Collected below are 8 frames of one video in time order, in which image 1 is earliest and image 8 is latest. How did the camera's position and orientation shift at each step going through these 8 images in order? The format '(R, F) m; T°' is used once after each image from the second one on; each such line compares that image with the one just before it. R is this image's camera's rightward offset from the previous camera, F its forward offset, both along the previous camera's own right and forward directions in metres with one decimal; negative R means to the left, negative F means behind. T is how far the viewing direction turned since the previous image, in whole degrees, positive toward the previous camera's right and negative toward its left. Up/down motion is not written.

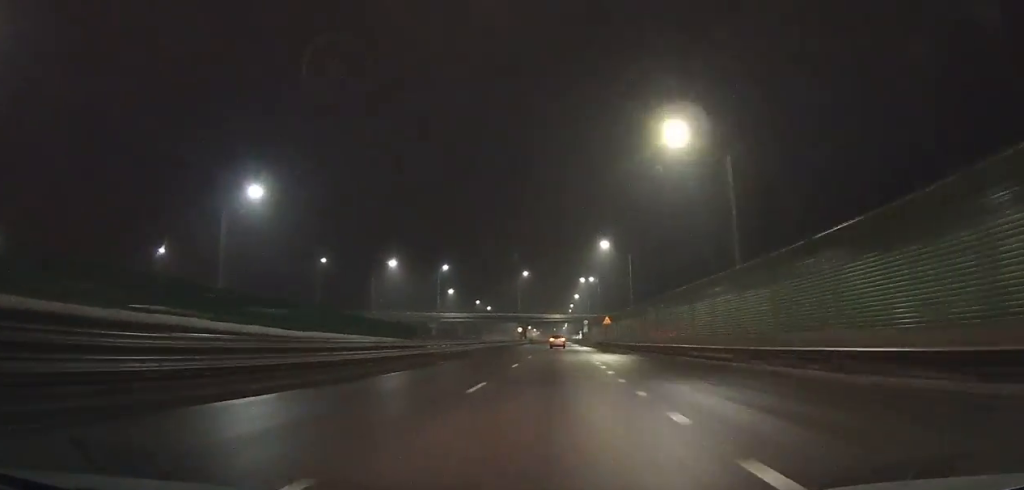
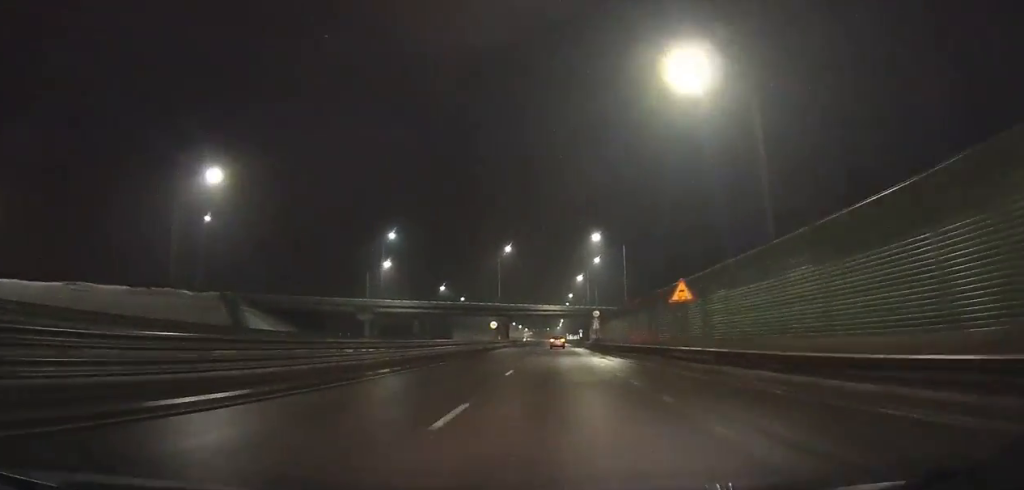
(+0.3, +42.6) m; +1°
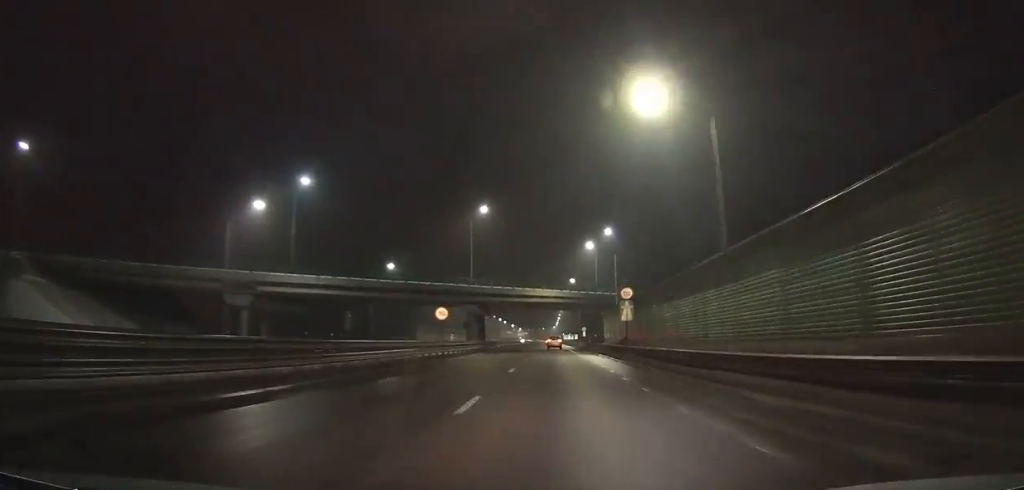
(+0.2, +33.7) m; 0°
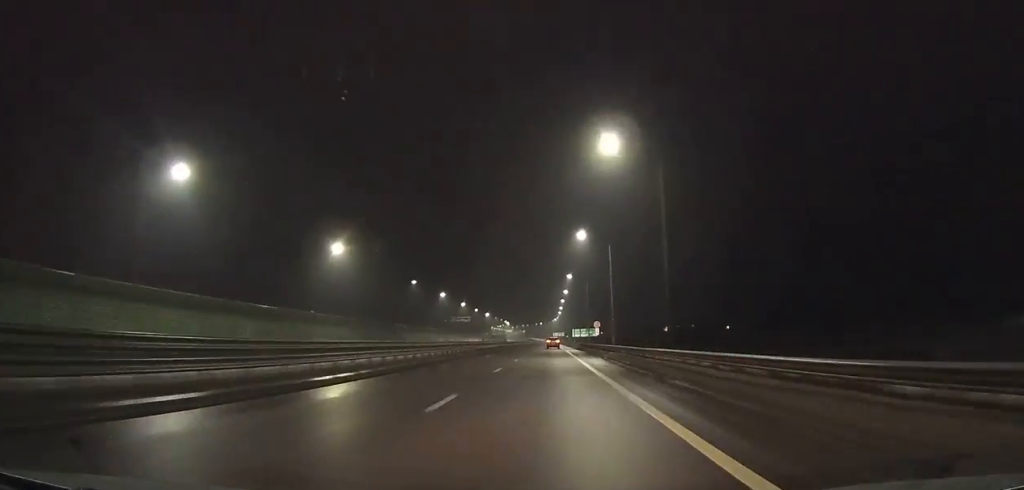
(-0.4, +133.4) m; 0°
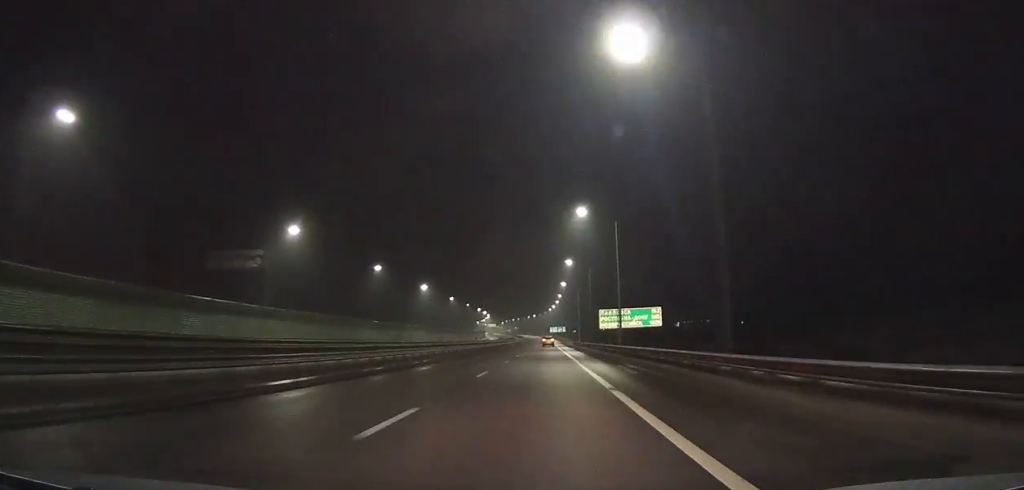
(-0.1, +98.7) m; 0°
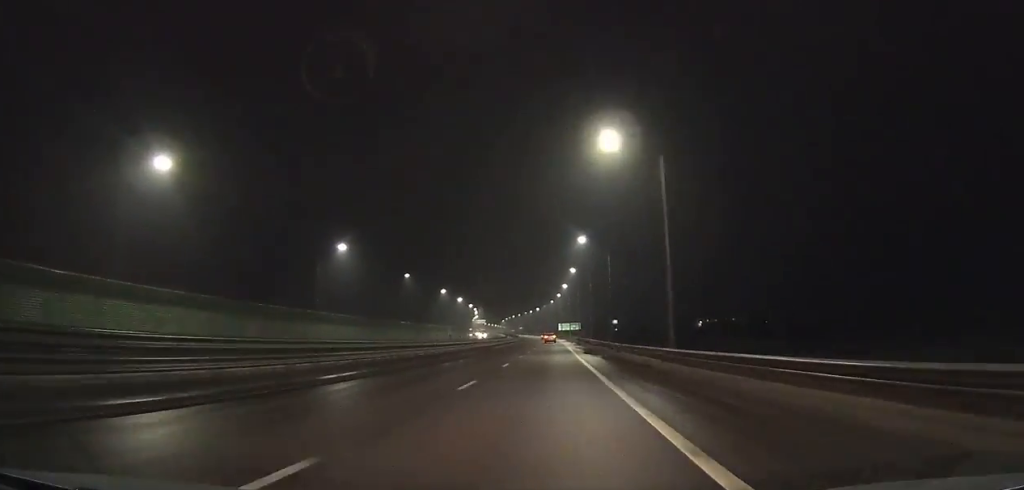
(-0.3, +76.8) m; -1°
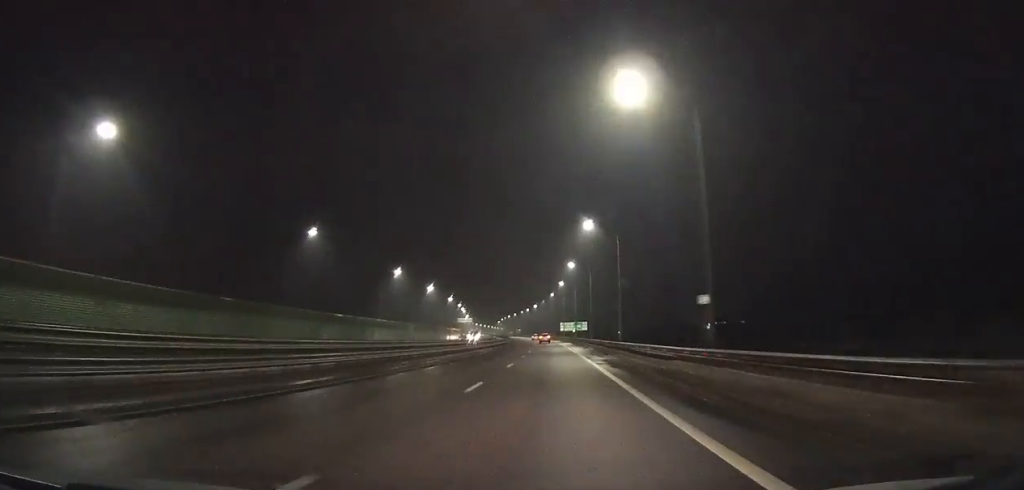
(-0.1, +37.5) m; 0°
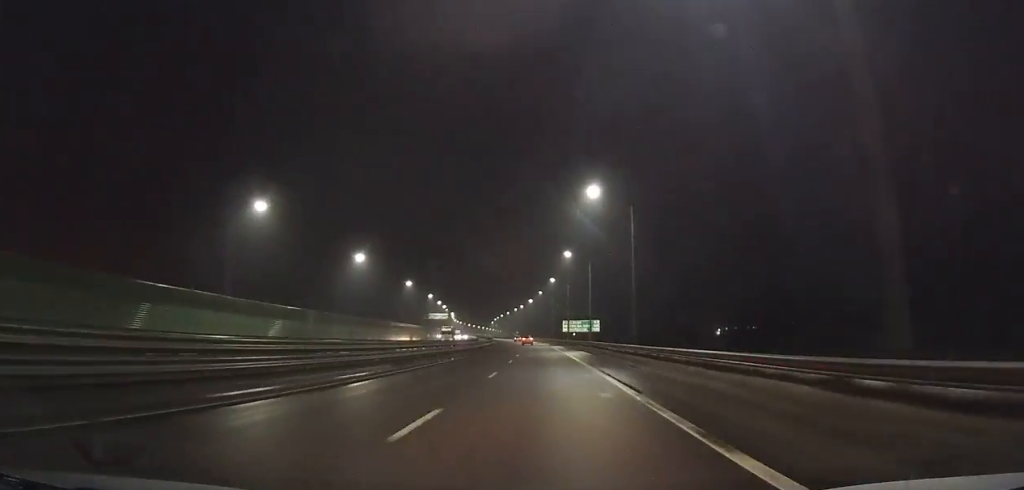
(-0.2, +42.3) m; -1°
